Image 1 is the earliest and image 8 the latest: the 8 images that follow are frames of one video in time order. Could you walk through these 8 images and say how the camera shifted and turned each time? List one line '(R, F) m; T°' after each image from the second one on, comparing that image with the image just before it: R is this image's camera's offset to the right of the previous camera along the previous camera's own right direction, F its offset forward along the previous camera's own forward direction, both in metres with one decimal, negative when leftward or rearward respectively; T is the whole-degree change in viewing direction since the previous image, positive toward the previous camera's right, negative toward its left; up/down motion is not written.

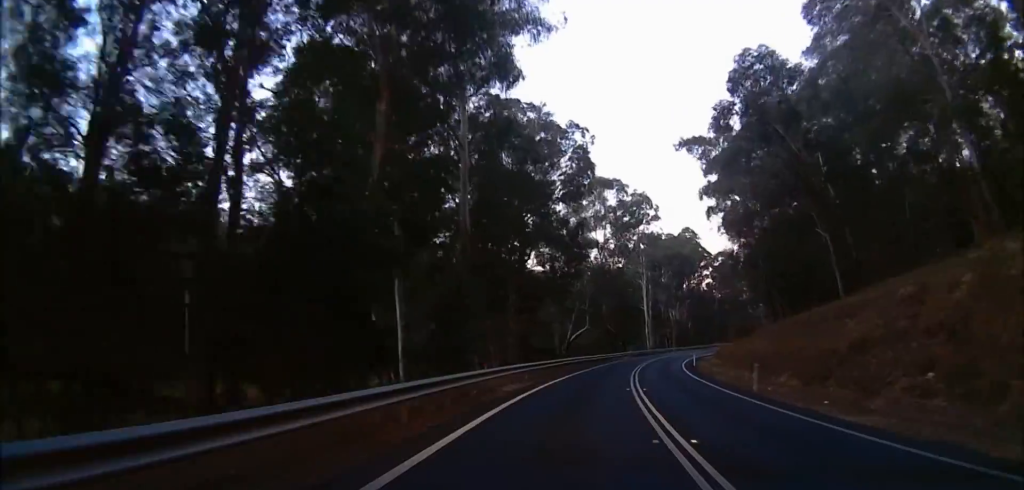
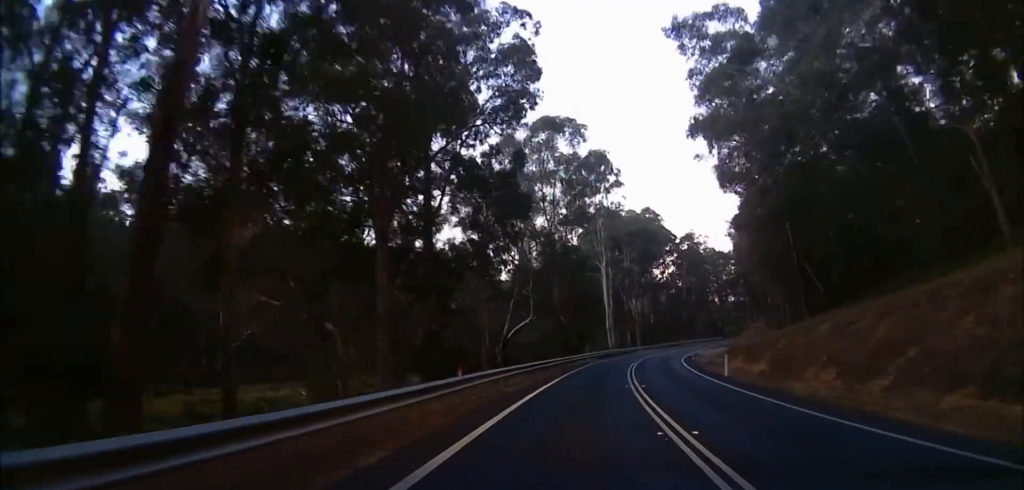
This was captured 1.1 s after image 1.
(0.0, +23.4) m; 0°
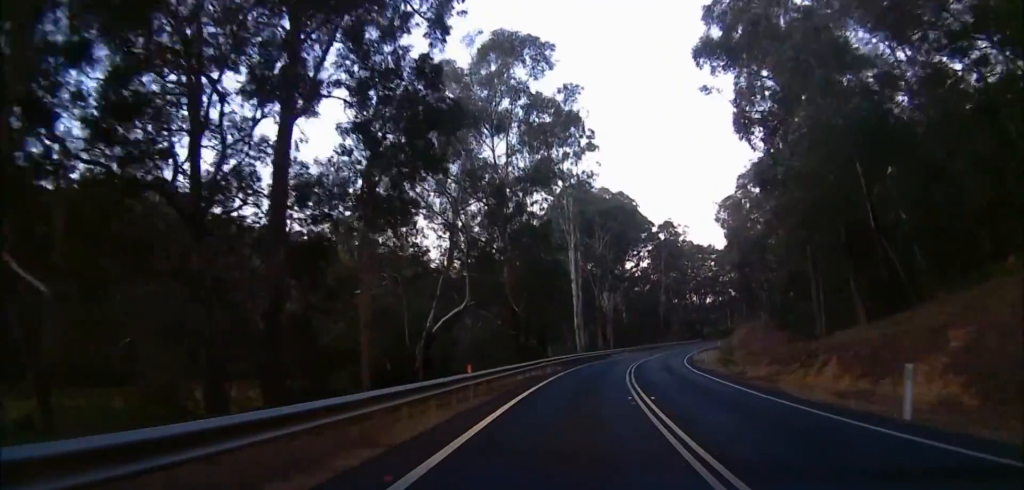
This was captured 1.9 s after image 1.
(0.0, +18.0) m; +2°
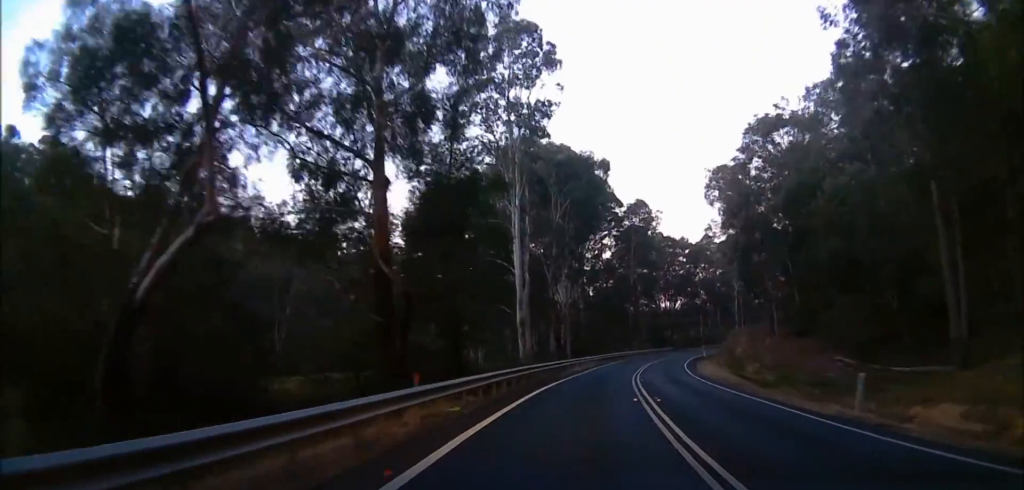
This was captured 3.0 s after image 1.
(+0.8, +24.2) m; +5°
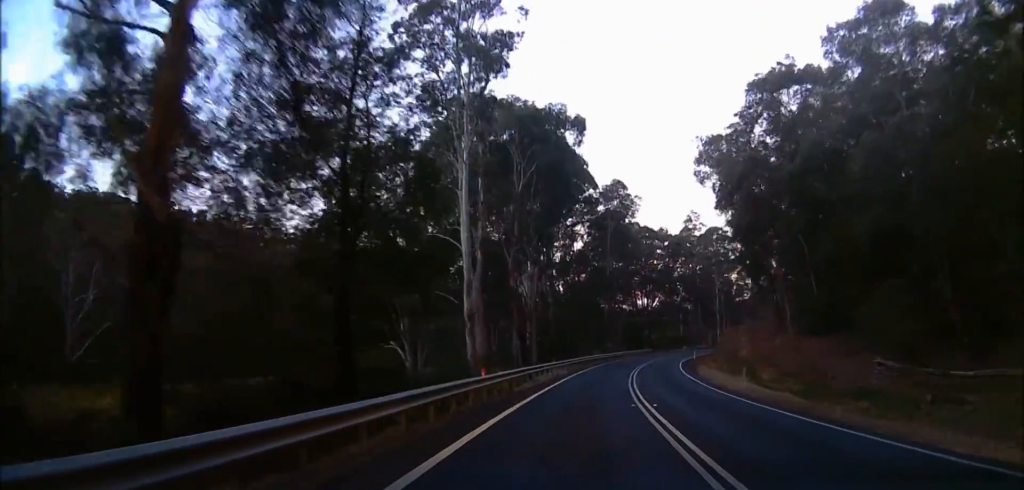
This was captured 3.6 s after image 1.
(+0.6, +12.6) m; +4°
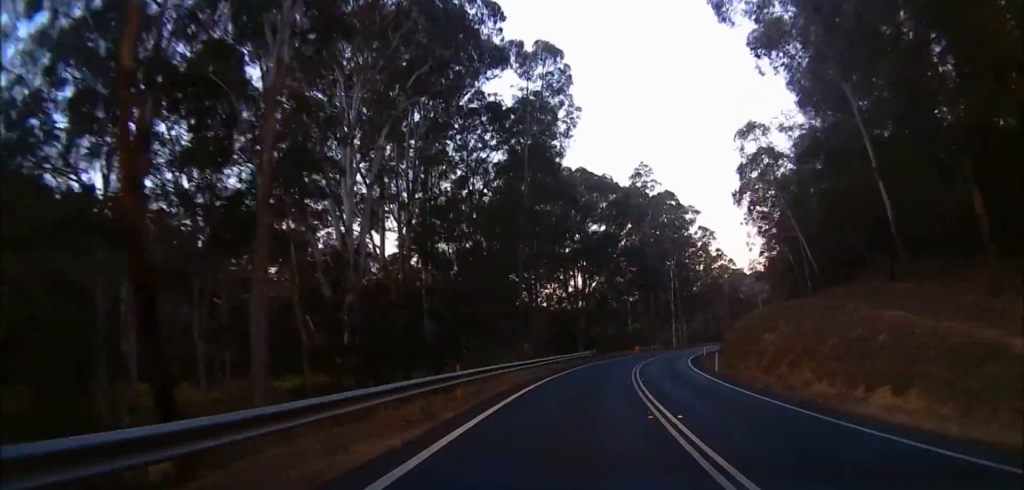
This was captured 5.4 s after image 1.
(+4.1, +40.7) m; +10°
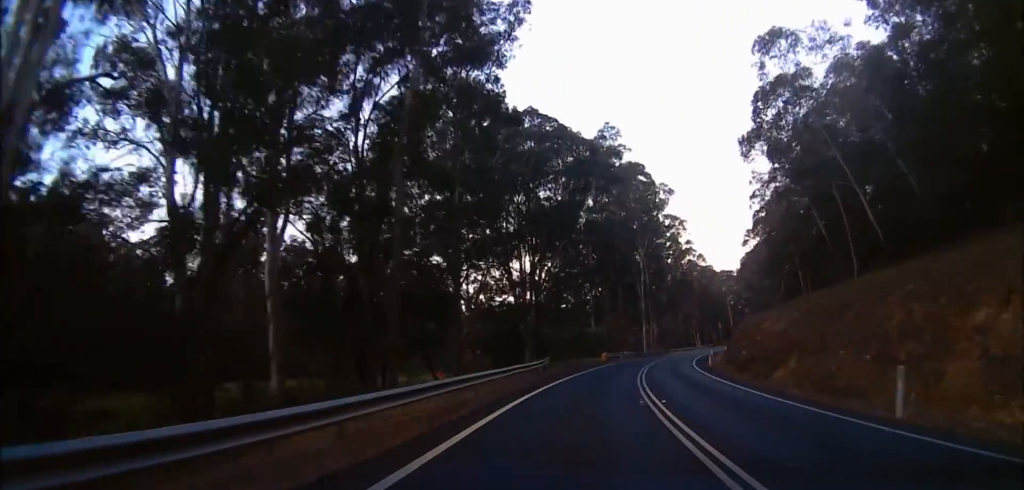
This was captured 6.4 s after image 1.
(+0.7, +22.6) m; +4°
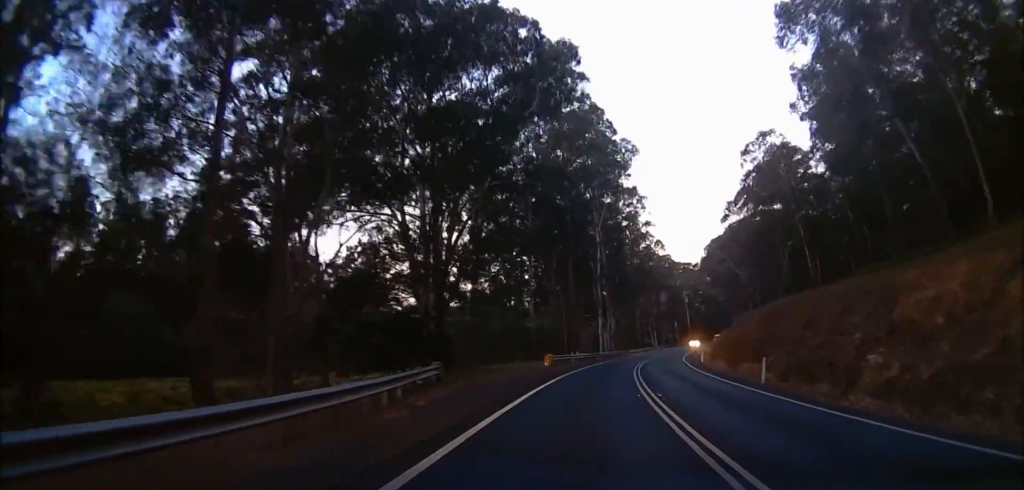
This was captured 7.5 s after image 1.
(+1.1, +24.2) m; +4°
